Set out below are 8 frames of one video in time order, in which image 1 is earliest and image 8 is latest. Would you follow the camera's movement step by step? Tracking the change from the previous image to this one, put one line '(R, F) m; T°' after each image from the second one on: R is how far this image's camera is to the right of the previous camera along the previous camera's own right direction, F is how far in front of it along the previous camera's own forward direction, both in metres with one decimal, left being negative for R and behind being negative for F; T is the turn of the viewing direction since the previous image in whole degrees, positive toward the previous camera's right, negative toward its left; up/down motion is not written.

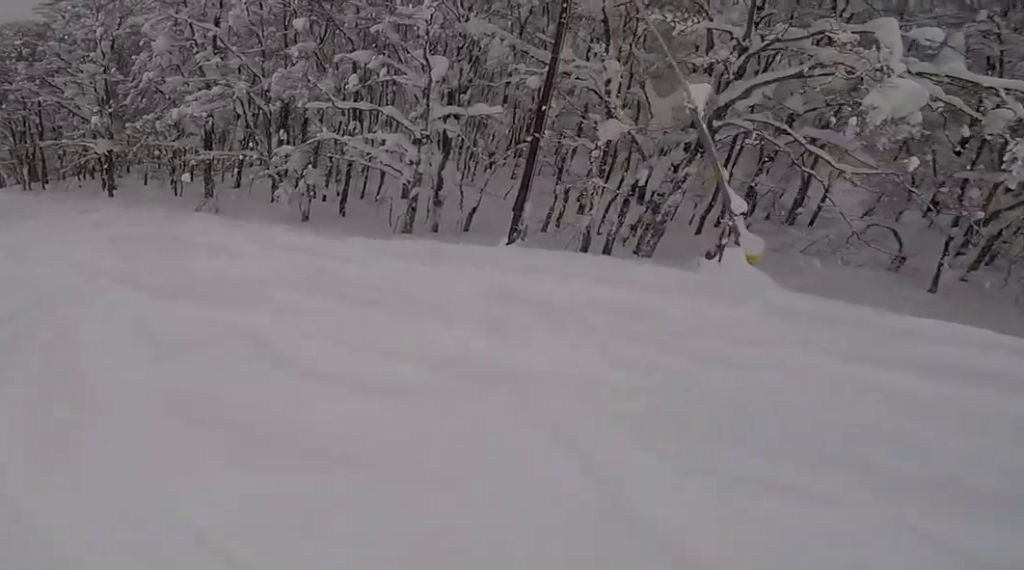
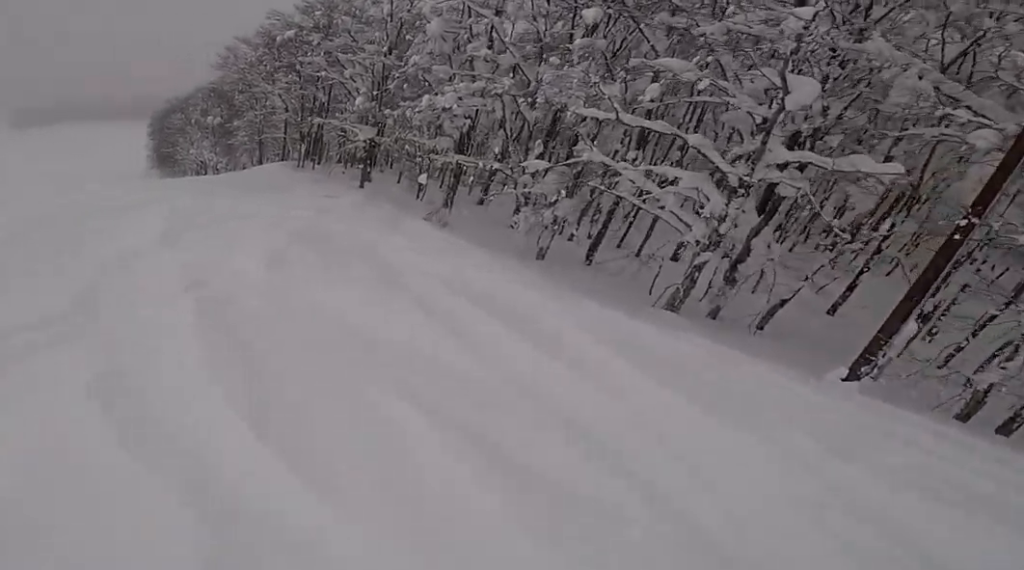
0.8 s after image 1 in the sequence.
(-0.3, +3.2) m; -20°
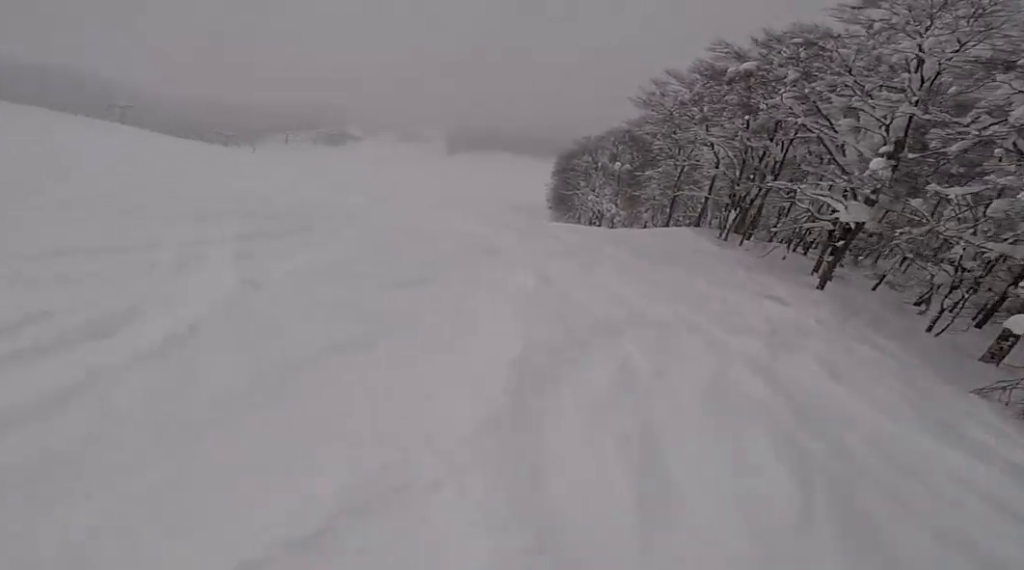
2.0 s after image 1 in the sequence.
(-1.6, +4.3) m; -35°
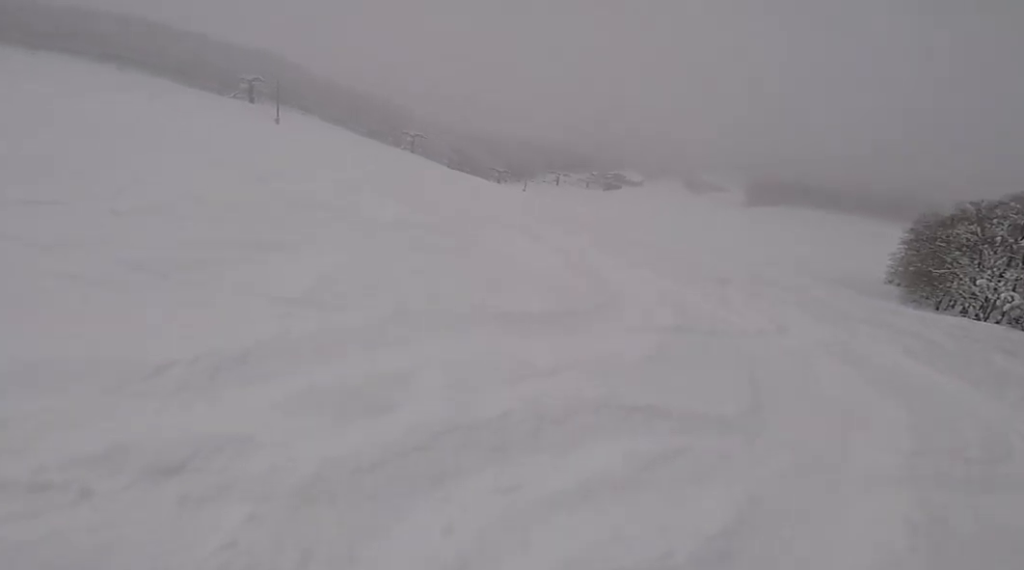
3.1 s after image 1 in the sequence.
(-0.9, +4.9) m; -26°
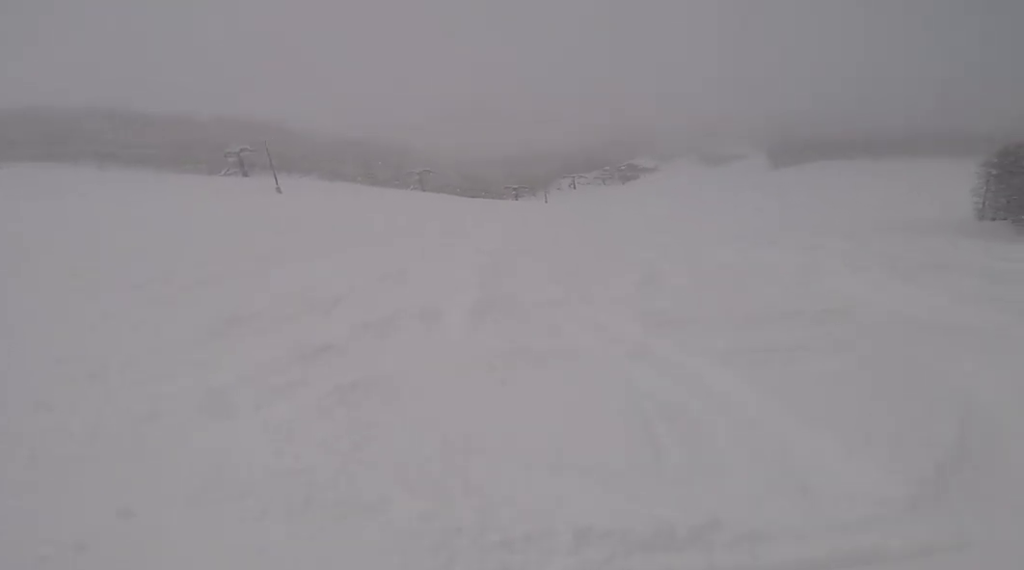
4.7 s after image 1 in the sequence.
(-1.9, +6.8) m; -13°
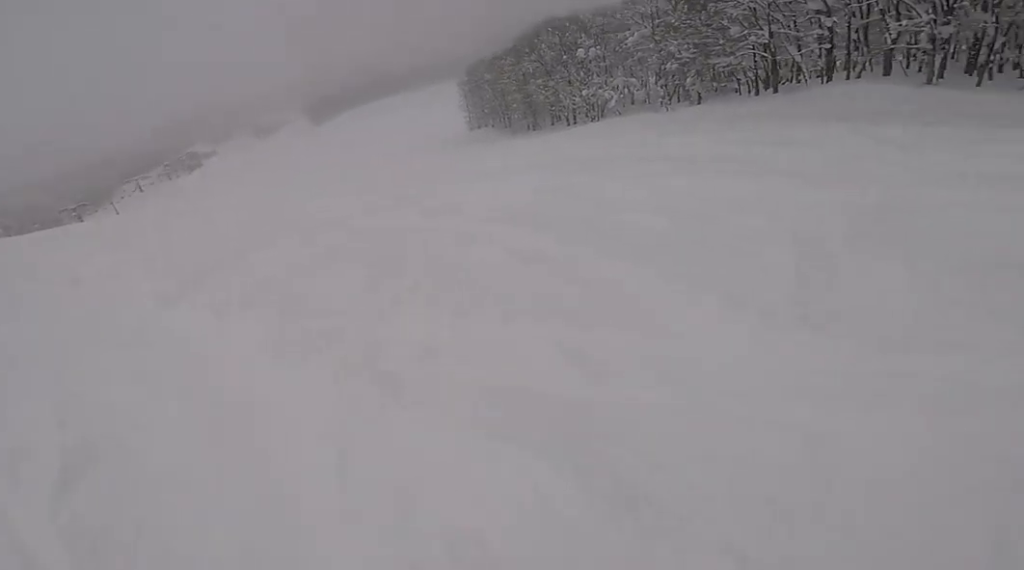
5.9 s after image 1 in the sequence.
(+0.5, +4.8) m; +29°
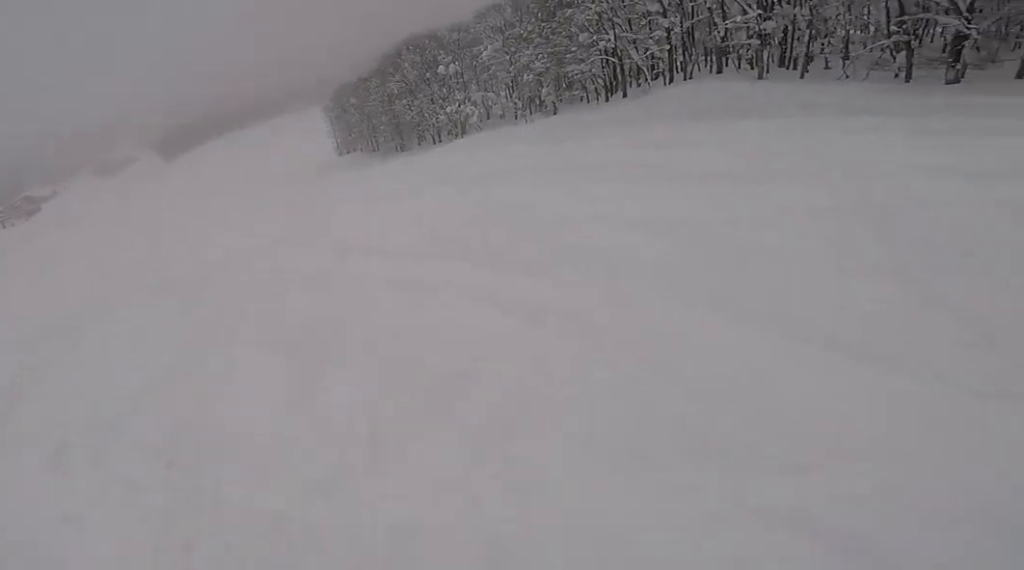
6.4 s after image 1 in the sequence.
(+0.1, +1.8) m; +19°
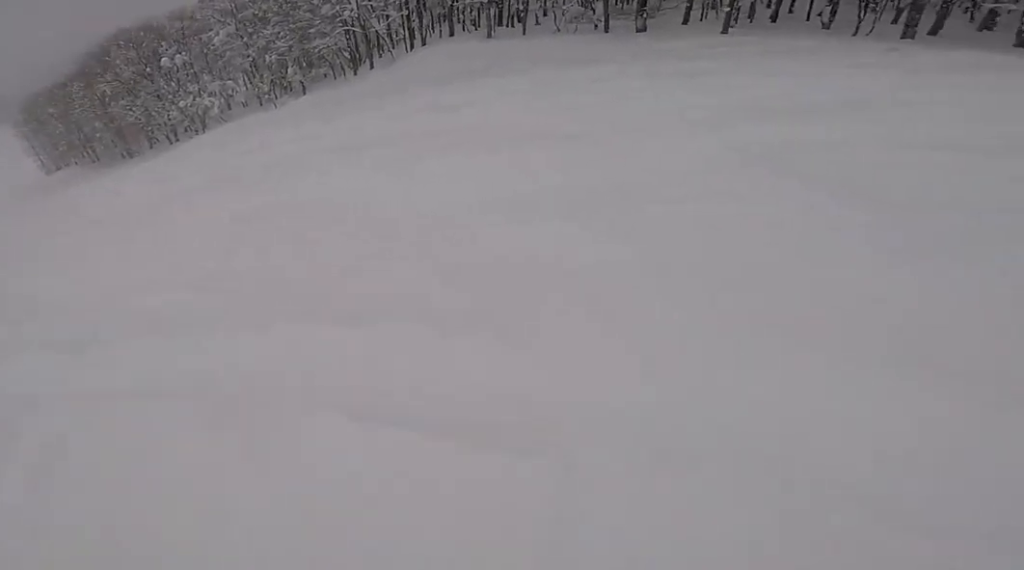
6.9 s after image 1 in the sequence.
(+0.5, +2.2) m; +26°
